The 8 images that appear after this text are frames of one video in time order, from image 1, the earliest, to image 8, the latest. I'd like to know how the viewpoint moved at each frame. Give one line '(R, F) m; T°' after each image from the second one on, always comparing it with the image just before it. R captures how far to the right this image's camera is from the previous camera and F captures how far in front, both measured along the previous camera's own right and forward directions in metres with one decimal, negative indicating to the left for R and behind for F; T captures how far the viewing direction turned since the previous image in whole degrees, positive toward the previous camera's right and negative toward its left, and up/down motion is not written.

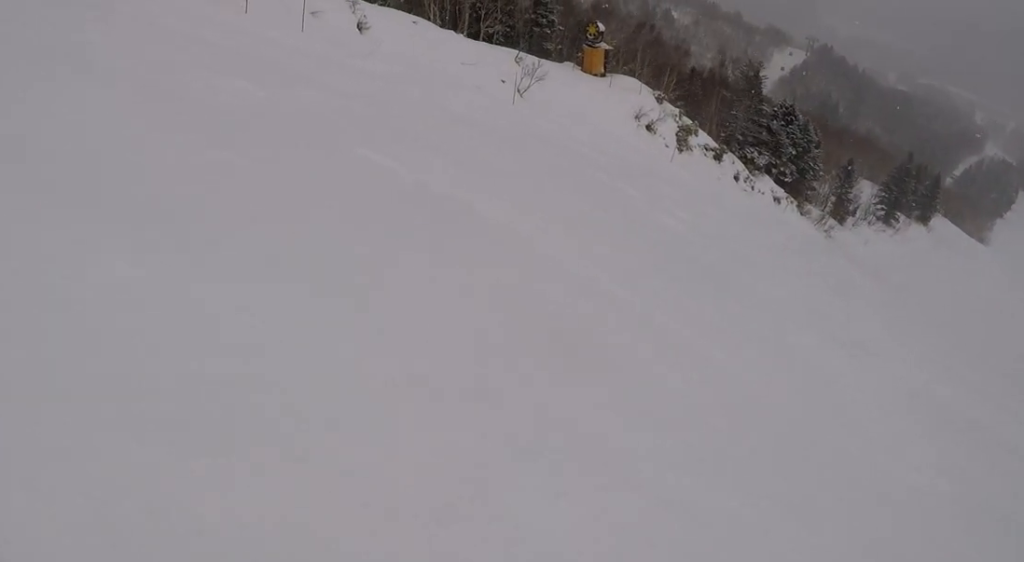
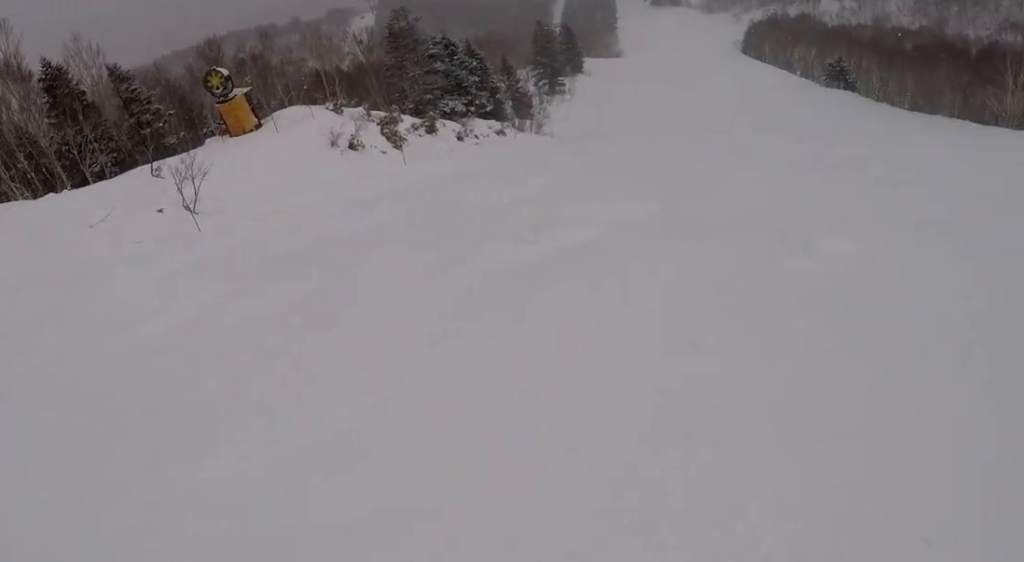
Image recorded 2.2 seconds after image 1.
(+1.5, +11.0) m; +48°
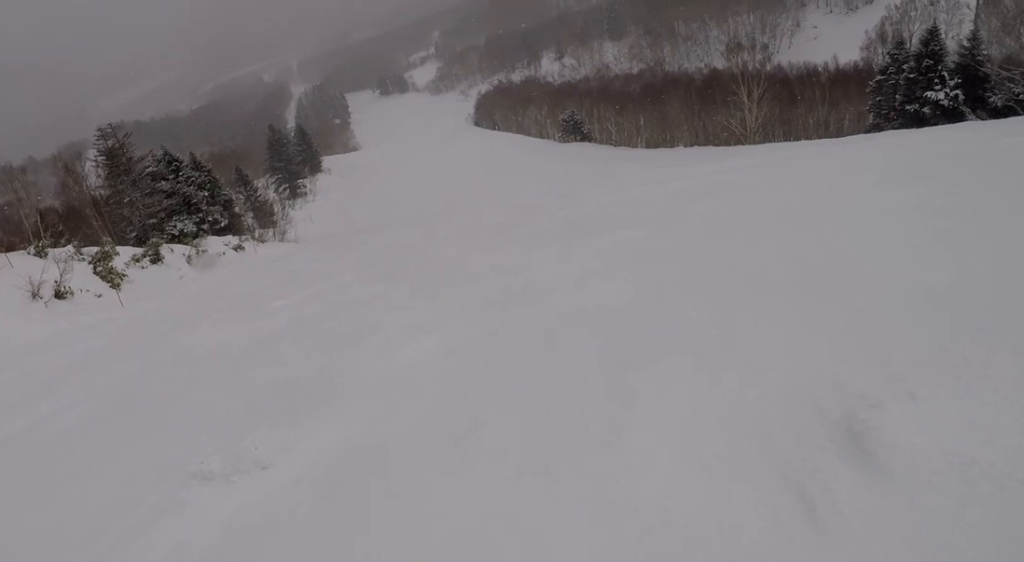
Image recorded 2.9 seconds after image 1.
(+1.4, +3.5) m; +23°
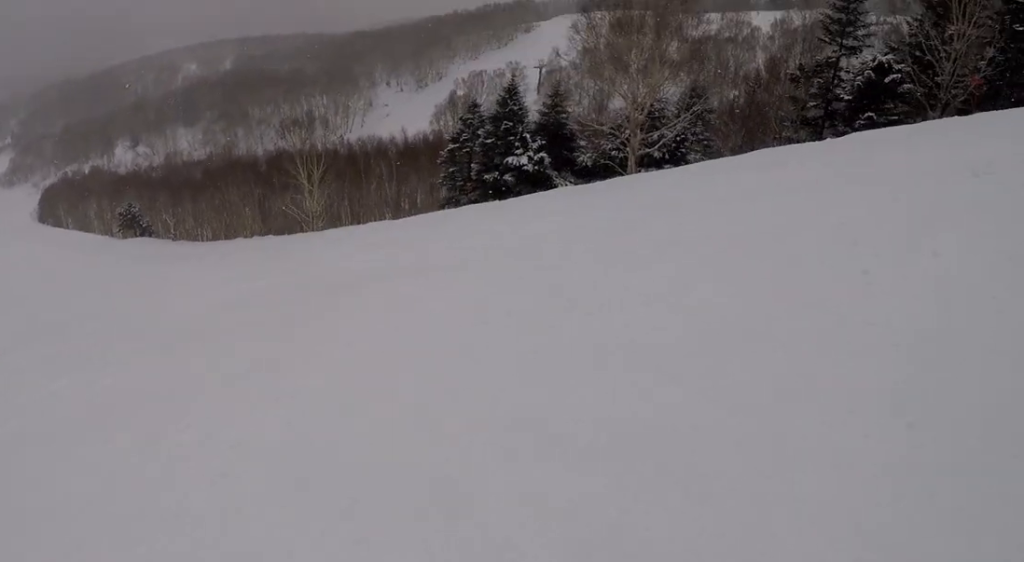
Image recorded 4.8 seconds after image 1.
(+3.1, +9.6) m; +25°
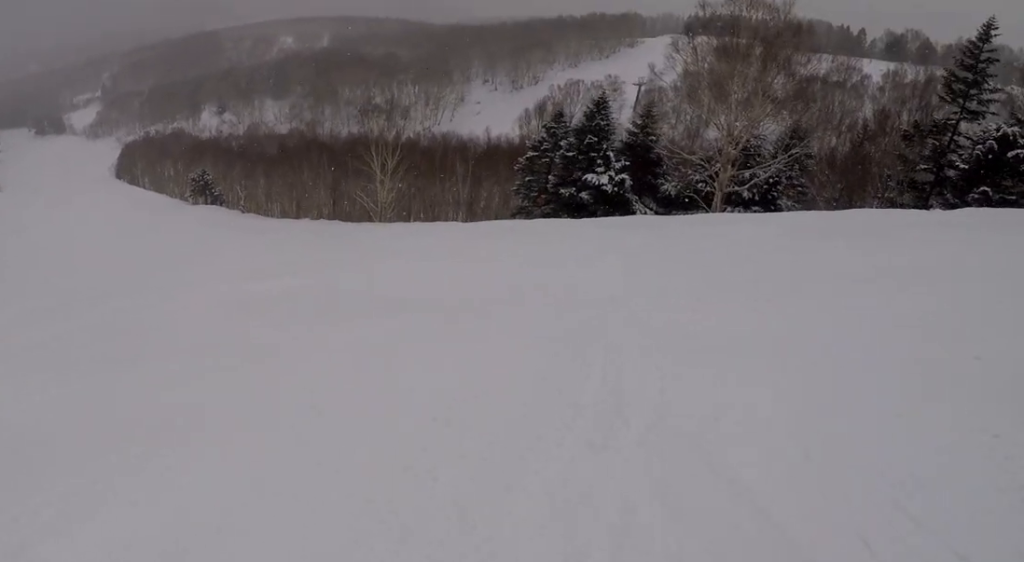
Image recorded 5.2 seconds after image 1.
(+0.6, +2.2) m; 0°
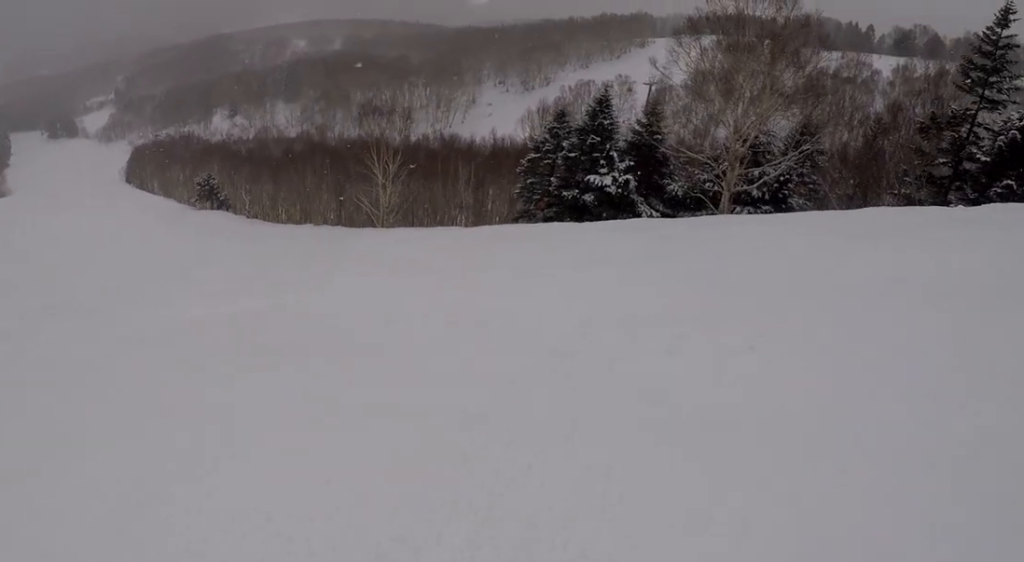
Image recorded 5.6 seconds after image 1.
(-0.1, +2.2) m; -11°
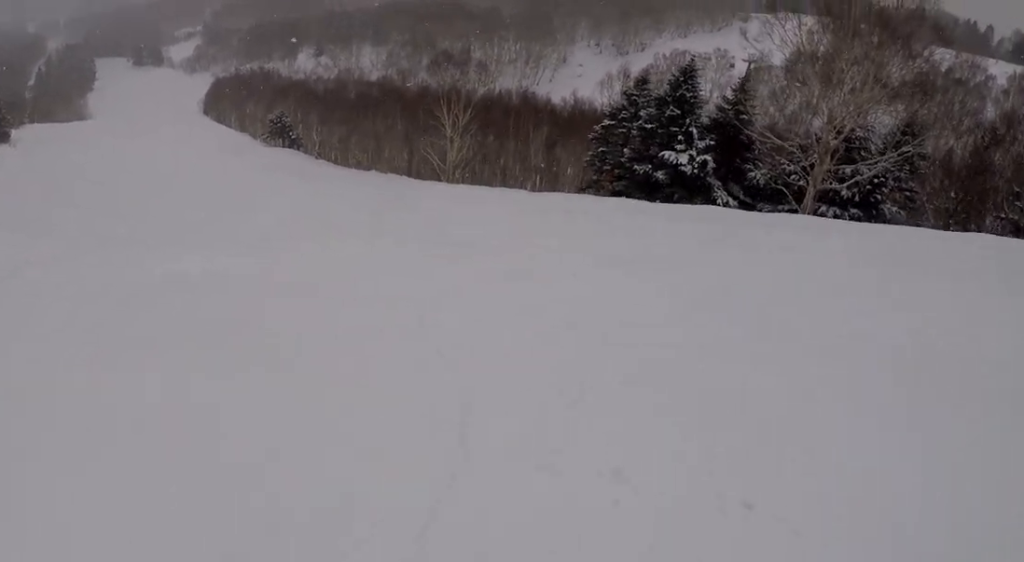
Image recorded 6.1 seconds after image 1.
(-0.2, +2.7) m; -21°
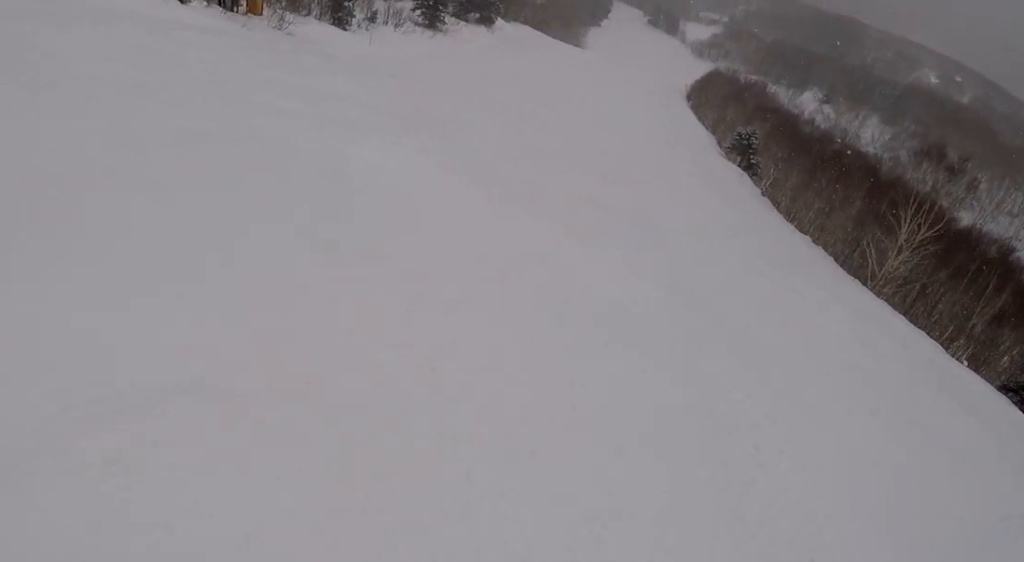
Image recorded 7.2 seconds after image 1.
(-2.3, +4.6) m; -45°
